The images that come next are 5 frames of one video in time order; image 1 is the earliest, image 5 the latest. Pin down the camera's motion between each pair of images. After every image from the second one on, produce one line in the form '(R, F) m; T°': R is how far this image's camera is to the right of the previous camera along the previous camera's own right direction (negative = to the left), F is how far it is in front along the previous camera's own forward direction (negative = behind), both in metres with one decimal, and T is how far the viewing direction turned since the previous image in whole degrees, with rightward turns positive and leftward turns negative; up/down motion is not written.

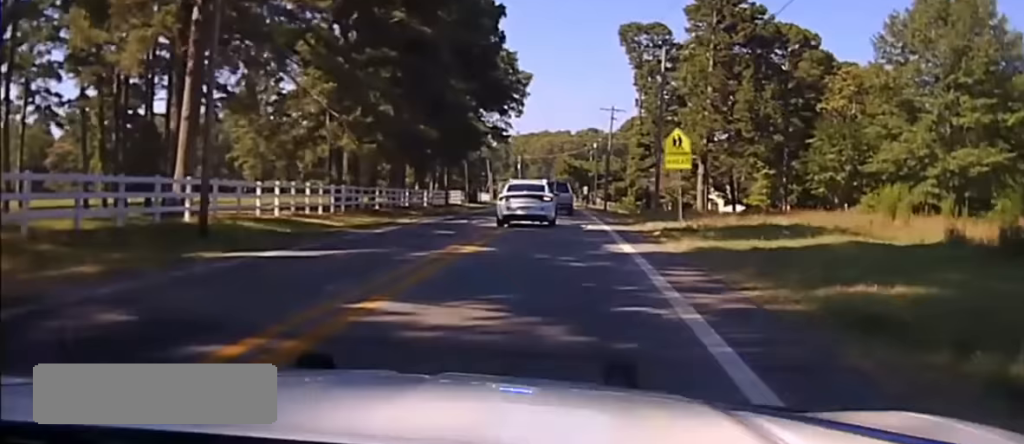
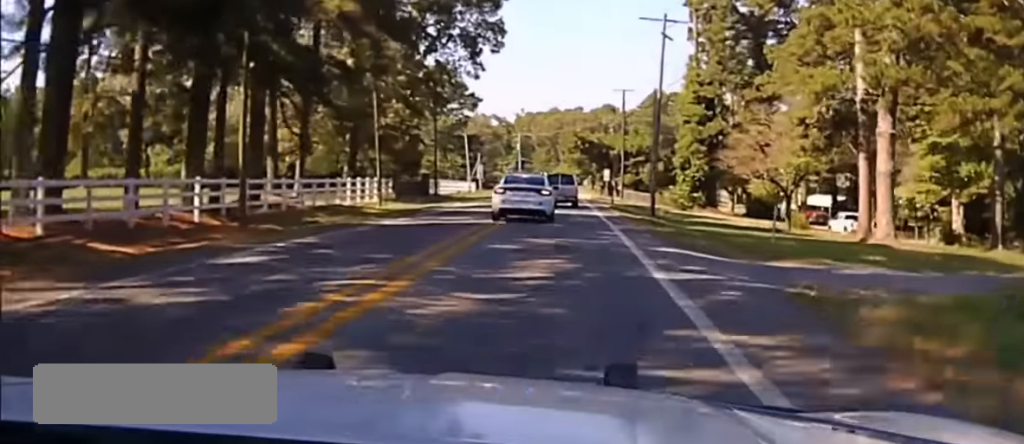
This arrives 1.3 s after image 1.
(-0.1, +51.7) m; -1°
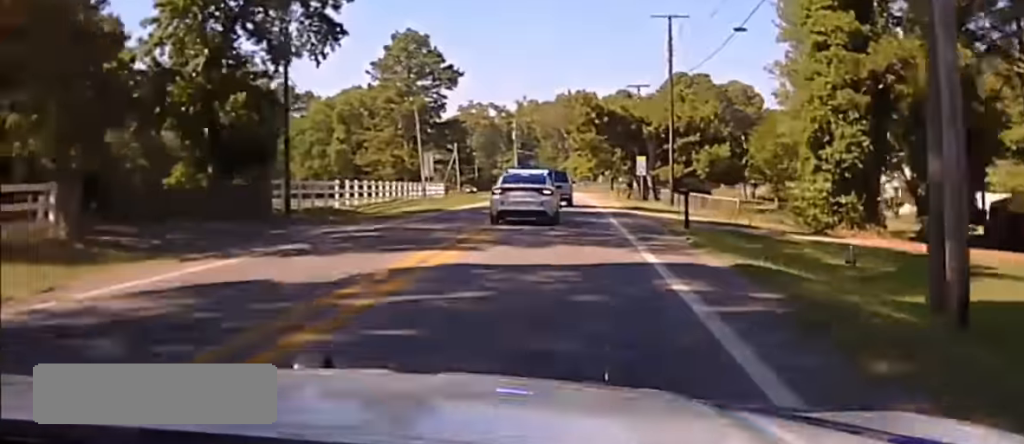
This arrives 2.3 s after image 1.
(-0.4, +42.9) m; -1°
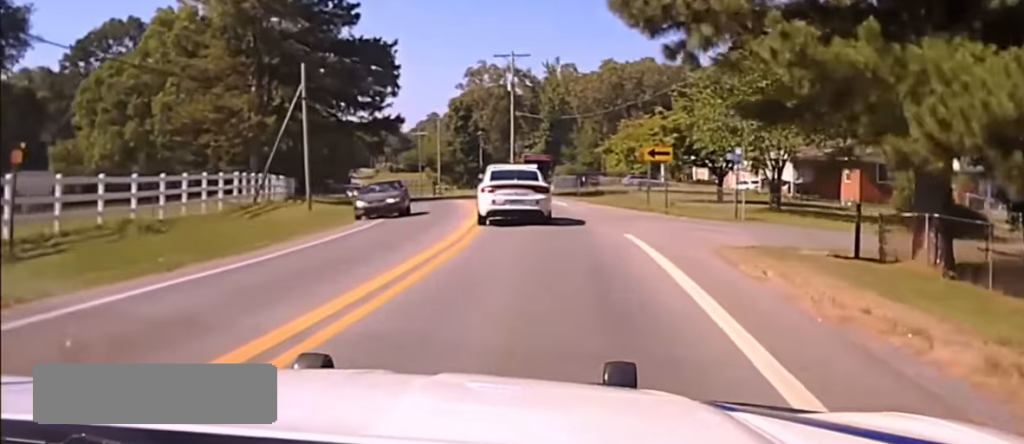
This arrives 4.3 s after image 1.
(-3.1, +78.5) m; -6°
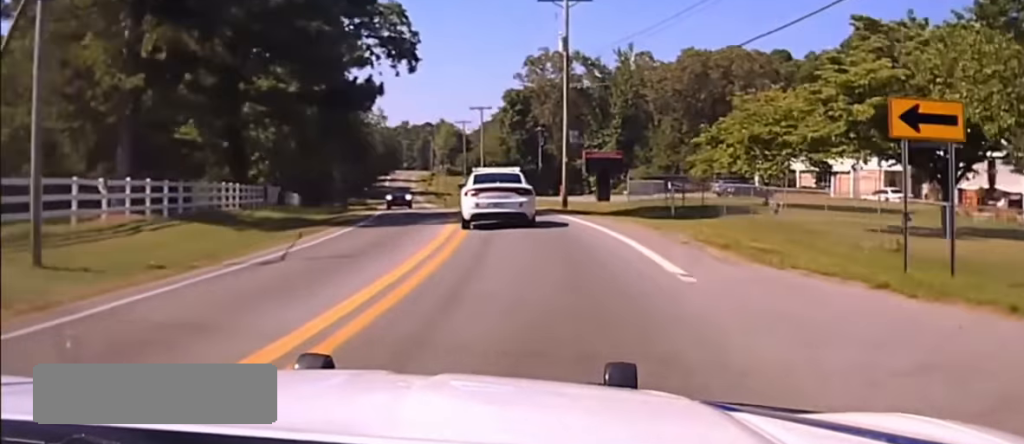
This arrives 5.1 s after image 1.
(-0.1, +25.6) m; -3°
